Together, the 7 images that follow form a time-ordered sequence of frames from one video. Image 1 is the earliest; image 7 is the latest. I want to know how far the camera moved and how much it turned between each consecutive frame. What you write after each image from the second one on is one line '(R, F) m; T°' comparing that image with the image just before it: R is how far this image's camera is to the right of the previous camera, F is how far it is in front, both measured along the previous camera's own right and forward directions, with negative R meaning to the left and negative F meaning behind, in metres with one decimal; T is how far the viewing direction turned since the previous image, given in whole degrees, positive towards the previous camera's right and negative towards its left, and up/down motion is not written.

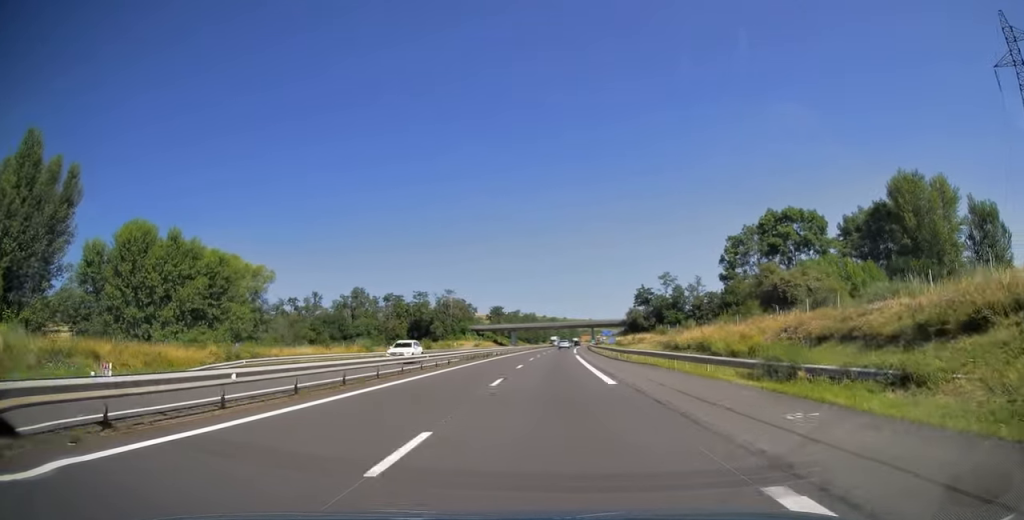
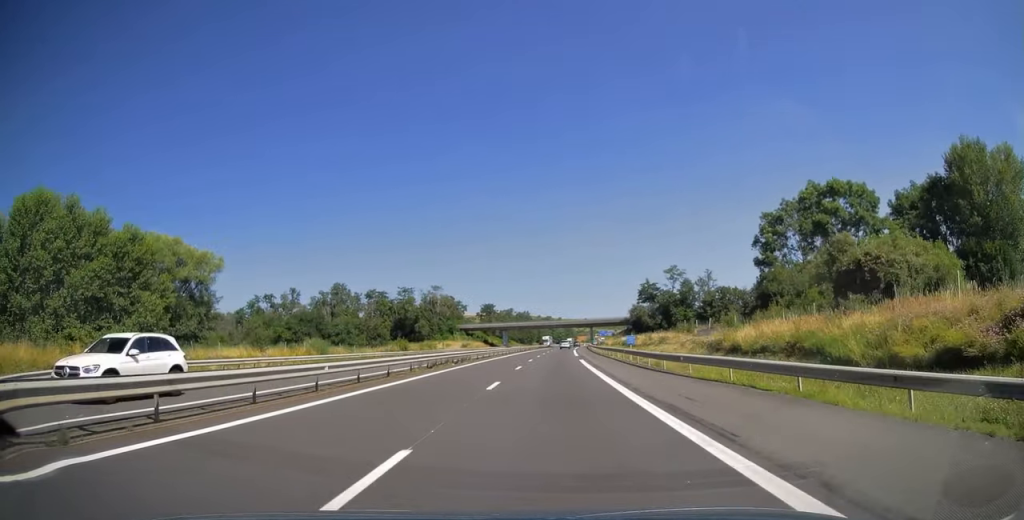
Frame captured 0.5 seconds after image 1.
(0.0, +14.5) m; 0°
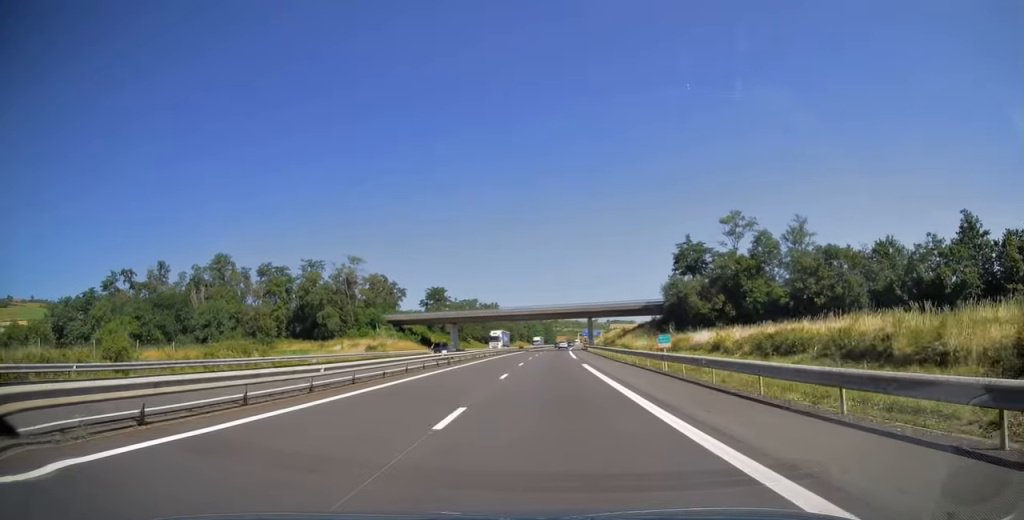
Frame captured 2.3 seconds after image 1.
(+1.0, +60.3) m; +2°
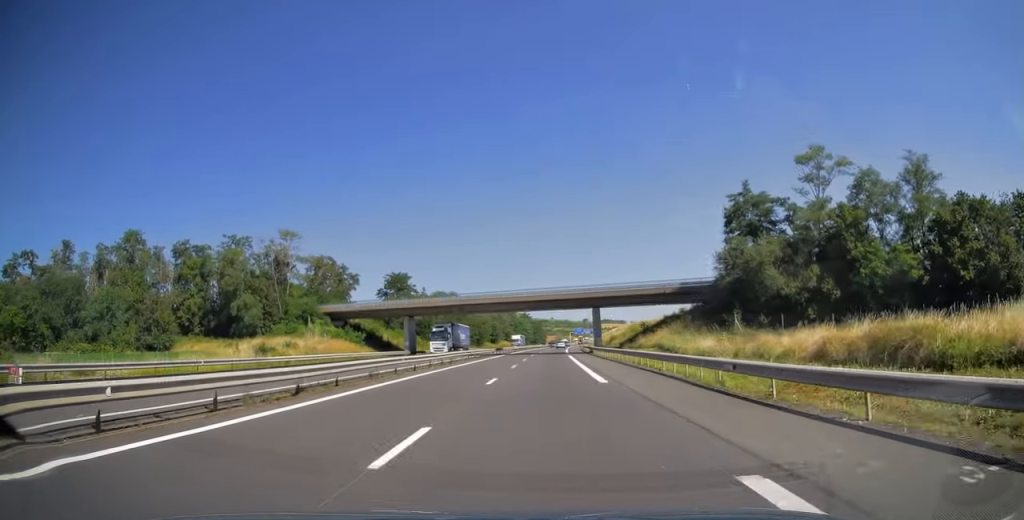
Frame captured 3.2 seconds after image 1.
(+0.3, +29.2) m; +1°
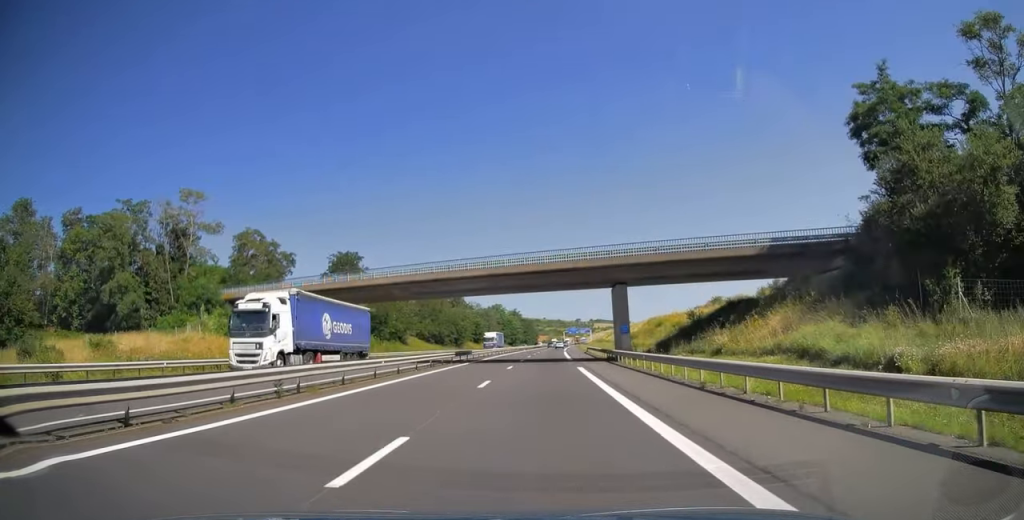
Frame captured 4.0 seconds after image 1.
(+0.2, +27.0) m; +1°
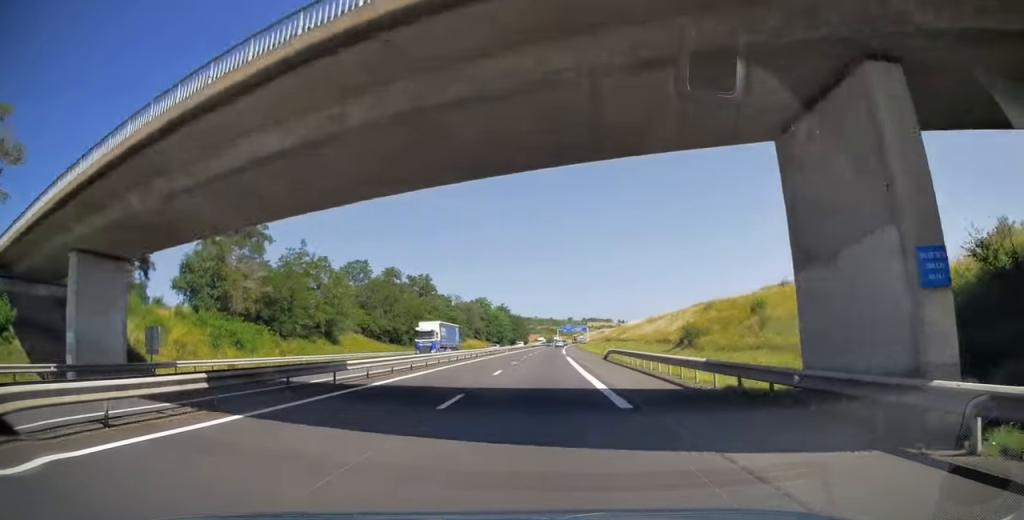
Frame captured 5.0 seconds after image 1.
(+0.3, +32.4) m; +1°
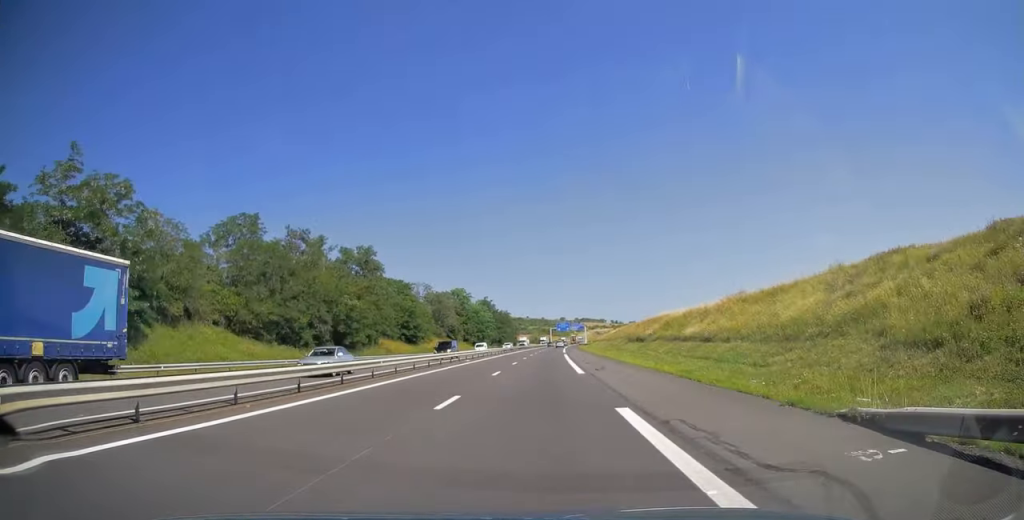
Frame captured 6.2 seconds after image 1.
(+0.3, +38.9) m; +1°
